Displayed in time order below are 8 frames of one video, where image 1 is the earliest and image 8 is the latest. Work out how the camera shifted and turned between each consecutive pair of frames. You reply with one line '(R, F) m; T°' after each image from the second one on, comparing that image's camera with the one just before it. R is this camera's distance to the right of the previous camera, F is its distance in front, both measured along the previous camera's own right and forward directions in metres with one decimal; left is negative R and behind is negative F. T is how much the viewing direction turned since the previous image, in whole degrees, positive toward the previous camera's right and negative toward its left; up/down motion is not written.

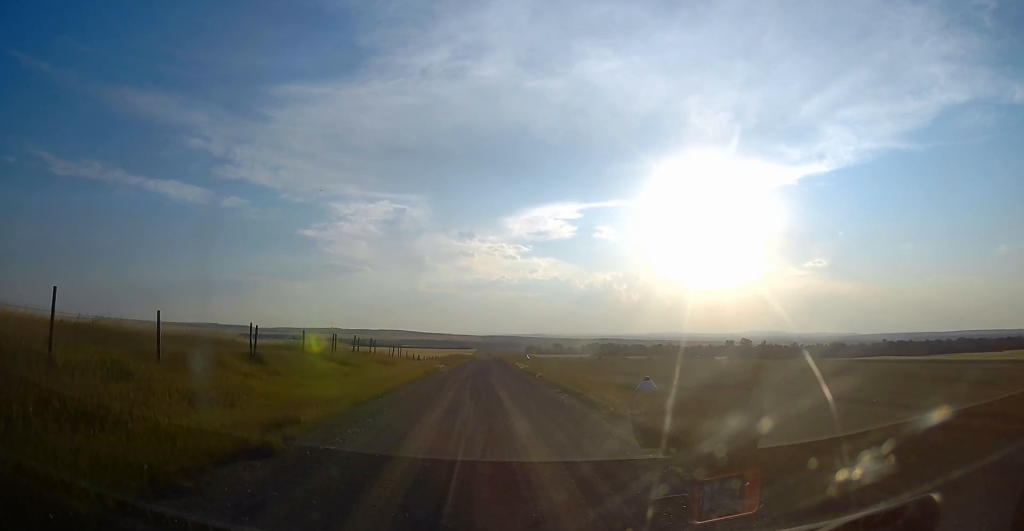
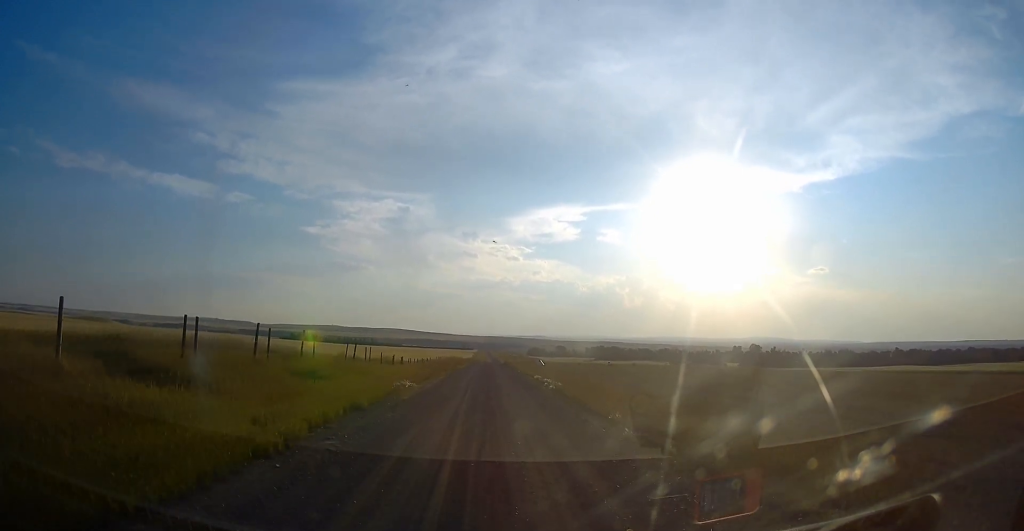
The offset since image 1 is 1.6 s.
(-0.5, +18.7) m; -2°
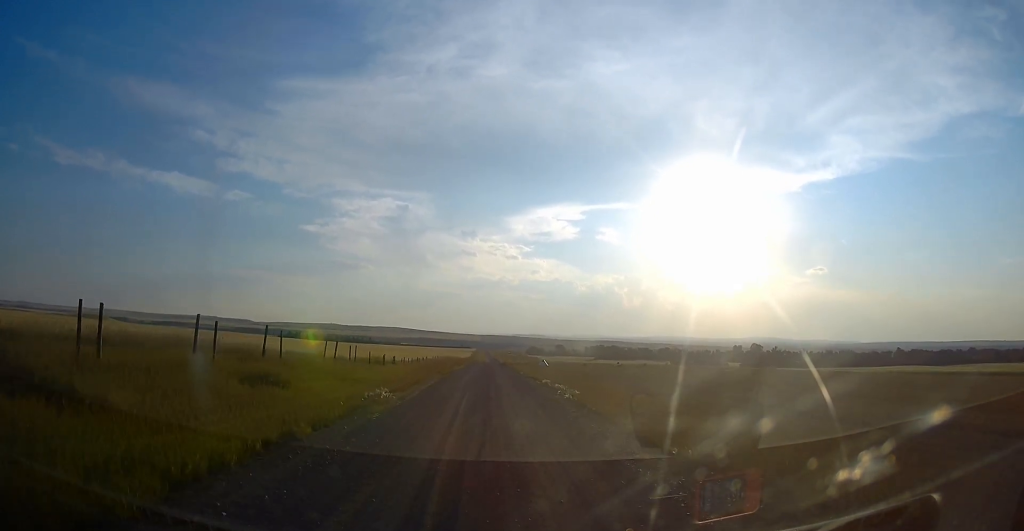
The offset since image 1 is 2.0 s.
(0.0, +5.1) m; 0°
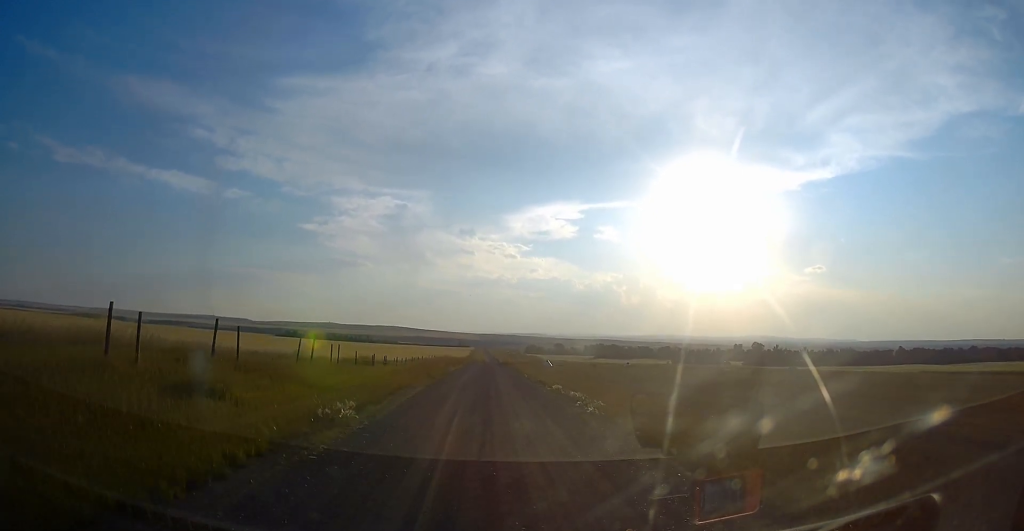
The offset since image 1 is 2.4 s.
(0.0, +4.7) m; 0°
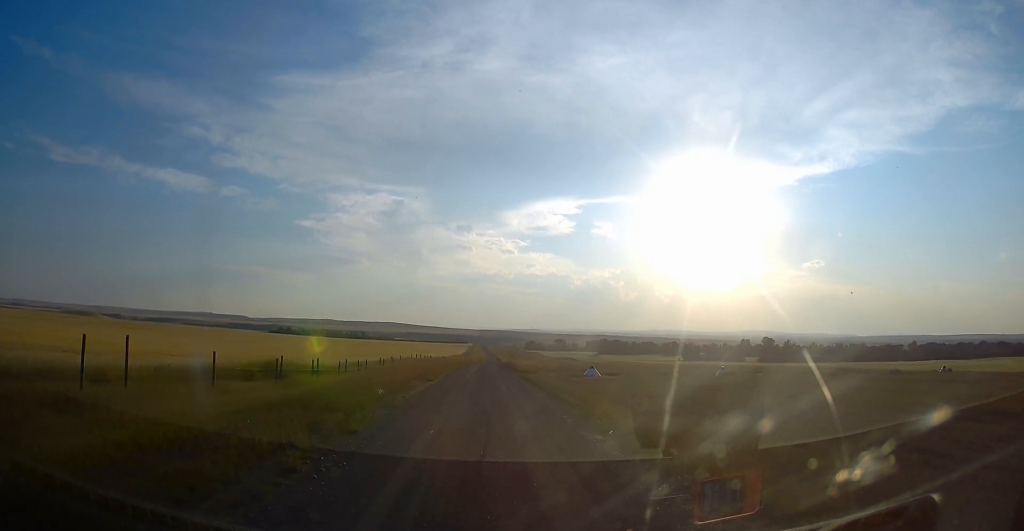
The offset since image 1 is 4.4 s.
(0.0, +23.3) m; 0°
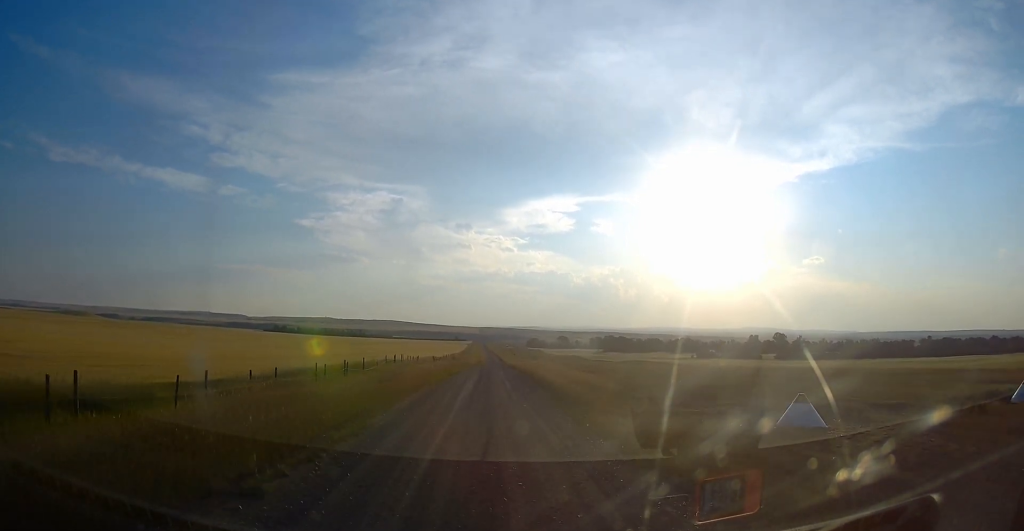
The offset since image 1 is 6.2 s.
(0.0, +21.5) m; 0°
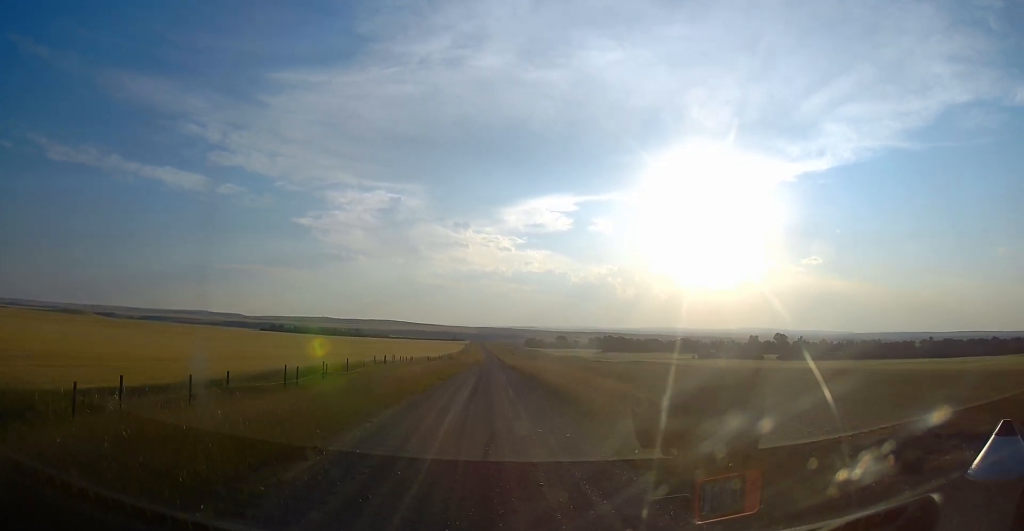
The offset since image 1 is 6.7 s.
(0.0, +5.1) m; +1°
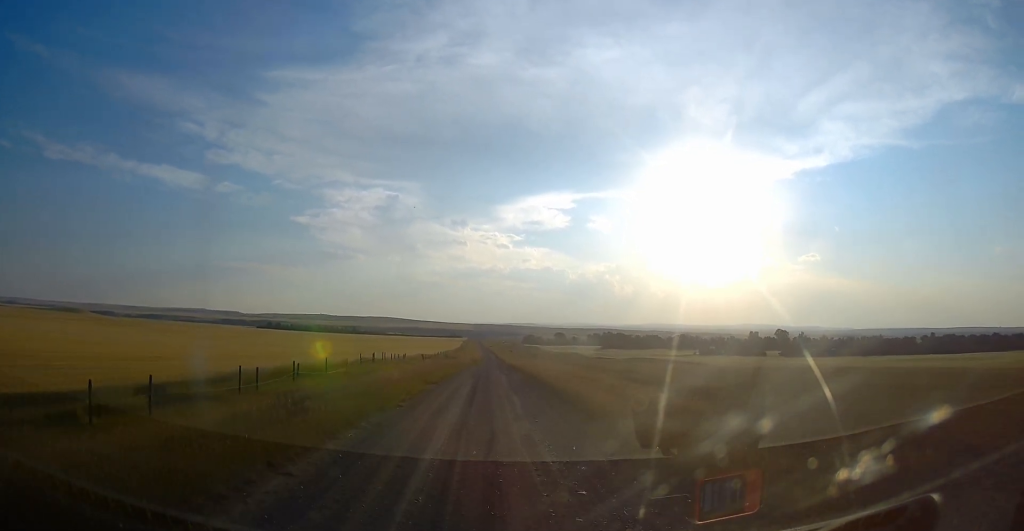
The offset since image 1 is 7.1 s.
(-0.1, +5.5) m; +1°
